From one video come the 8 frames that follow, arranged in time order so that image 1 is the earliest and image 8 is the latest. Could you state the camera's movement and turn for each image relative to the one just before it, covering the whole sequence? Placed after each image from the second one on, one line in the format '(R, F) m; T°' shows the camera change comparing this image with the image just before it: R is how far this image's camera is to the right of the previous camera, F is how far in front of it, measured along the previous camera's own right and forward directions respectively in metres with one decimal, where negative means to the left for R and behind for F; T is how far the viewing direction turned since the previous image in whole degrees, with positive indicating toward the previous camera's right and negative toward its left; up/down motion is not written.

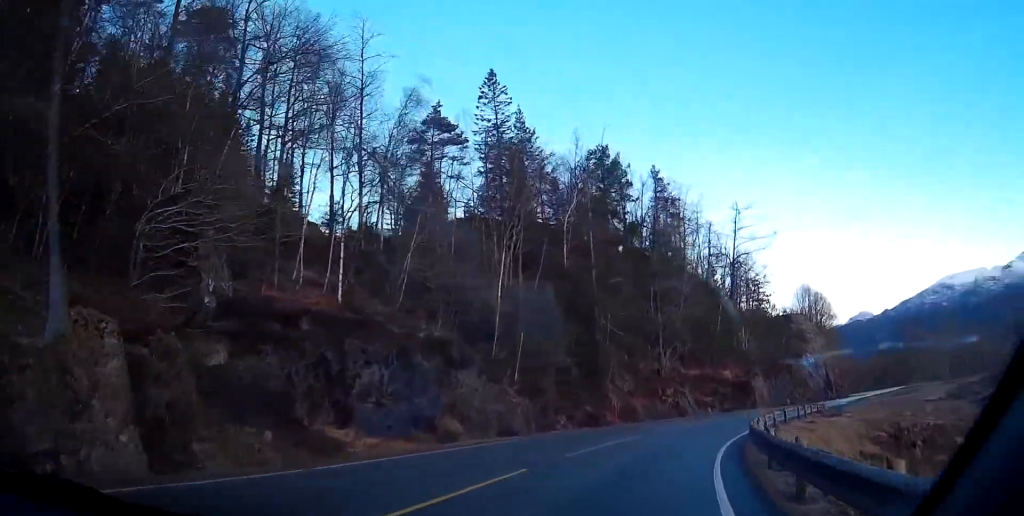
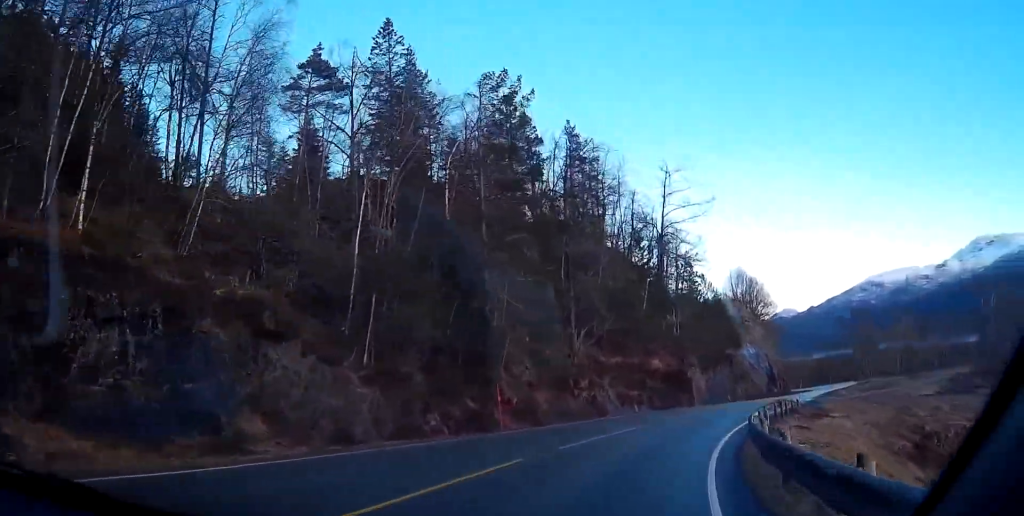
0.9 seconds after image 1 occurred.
(+0.5, +11.9) m; +6°
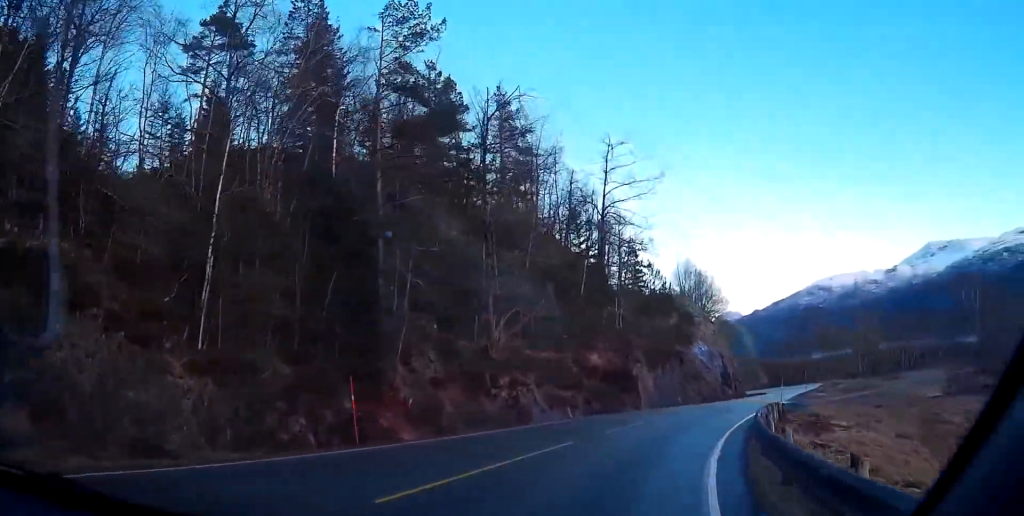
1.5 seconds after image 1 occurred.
(+0.2, +8.2) m; +5°
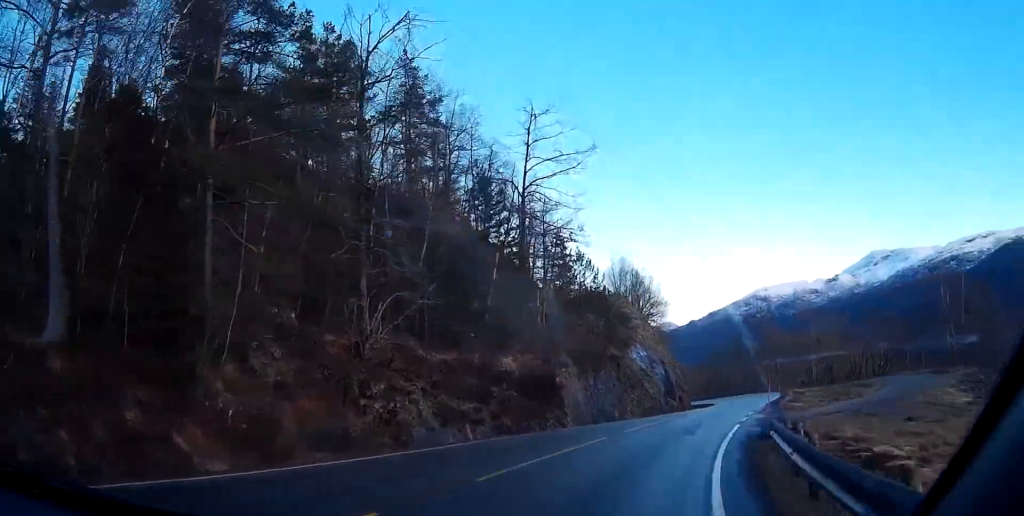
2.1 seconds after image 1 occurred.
(+0.5, +8.8) m; +1°
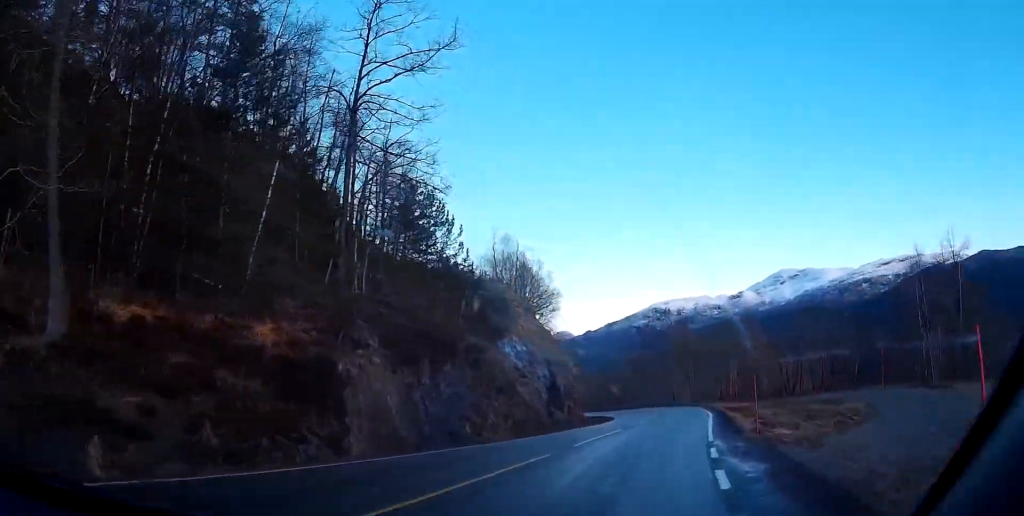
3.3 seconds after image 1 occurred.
(-0.1, +15.7) m; -2°
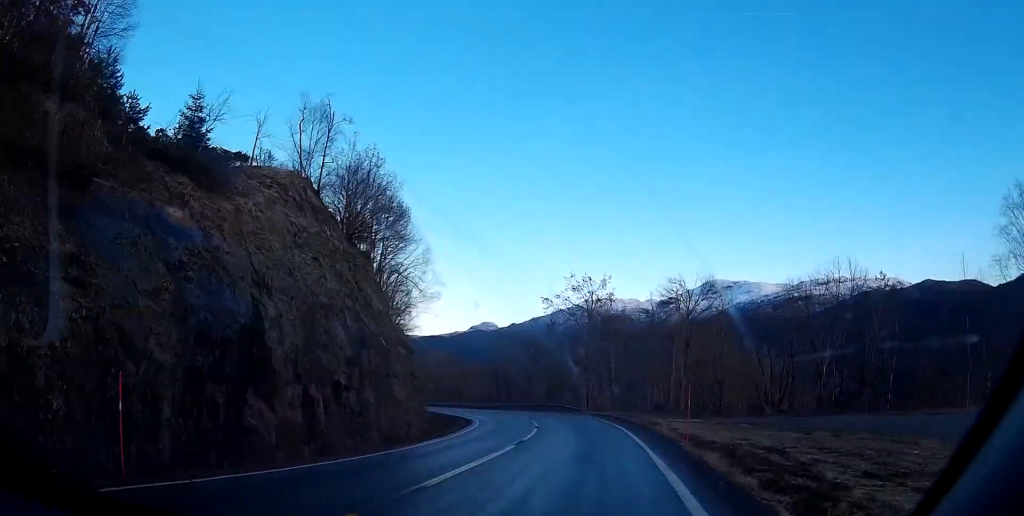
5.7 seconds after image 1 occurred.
(-0.5, +30.9) m; -1°
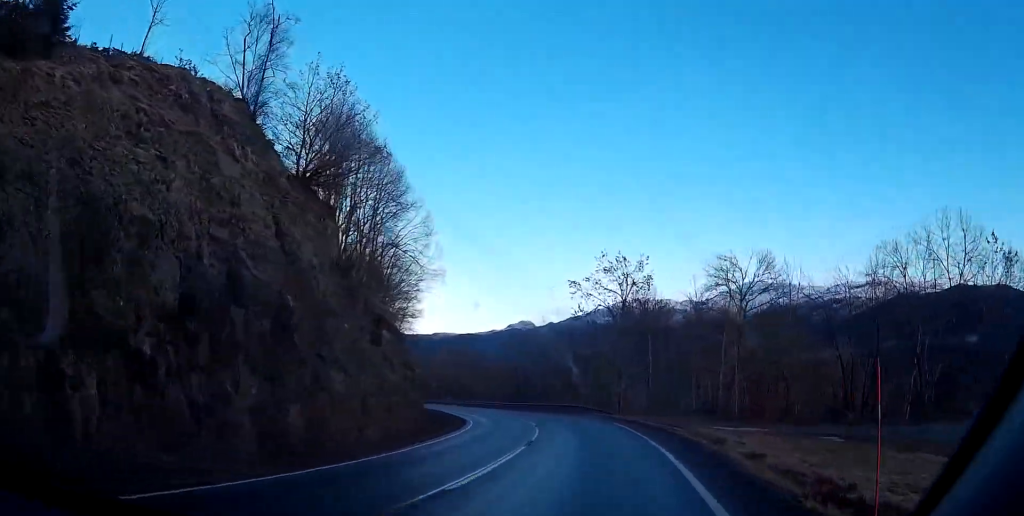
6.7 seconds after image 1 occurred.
(0.0, +12.0) m; 0°
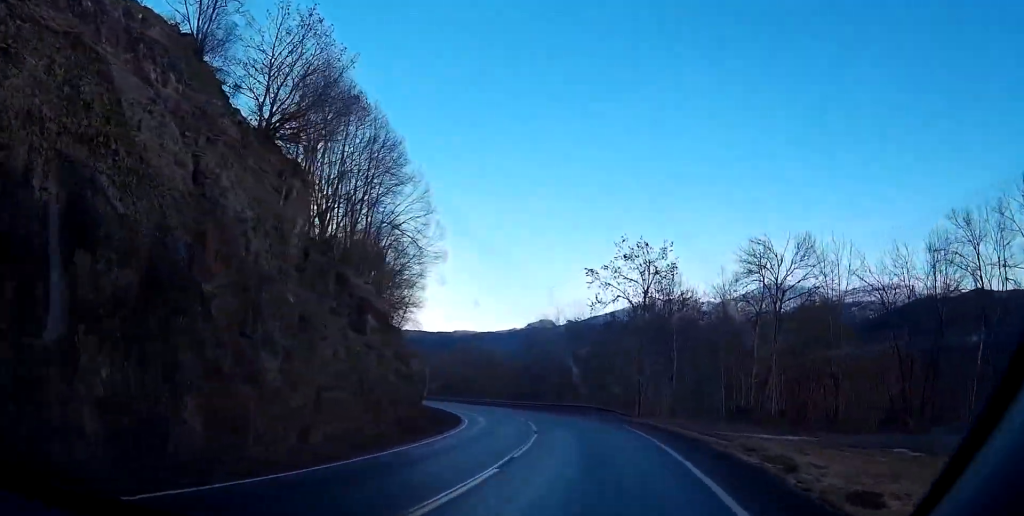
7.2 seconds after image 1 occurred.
(0.0, +6.3) m; 0°
